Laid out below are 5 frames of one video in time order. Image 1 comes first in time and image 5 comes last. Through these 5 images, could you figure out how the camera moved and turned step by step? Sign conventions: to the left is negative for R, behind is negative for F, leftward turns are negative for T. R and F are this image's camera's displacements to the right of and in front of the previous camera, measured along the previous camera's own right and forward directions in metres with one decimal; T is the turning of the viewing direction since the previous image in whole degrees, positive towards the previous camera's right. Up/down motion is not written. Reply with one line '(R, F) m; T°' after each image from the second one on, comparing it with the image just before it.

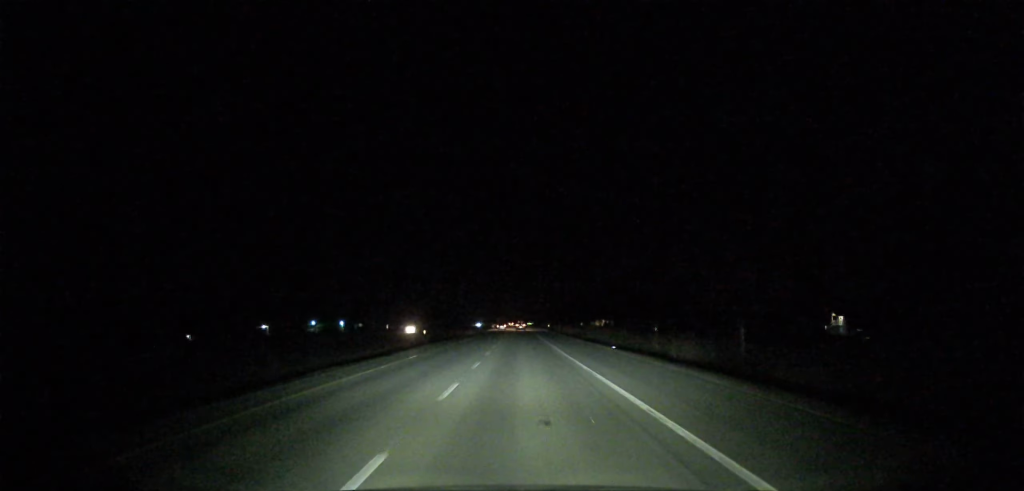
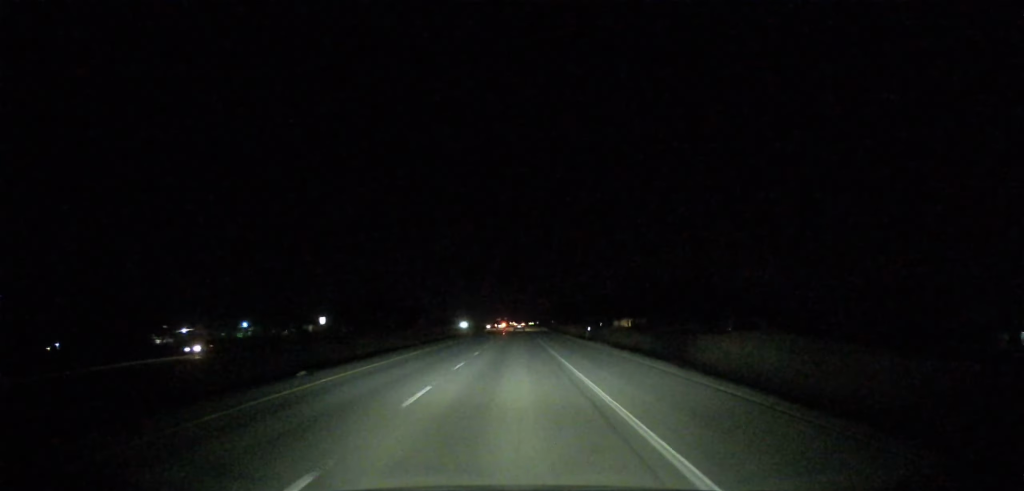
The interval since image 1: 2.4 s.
(-0.2, +108.2) m; 0°
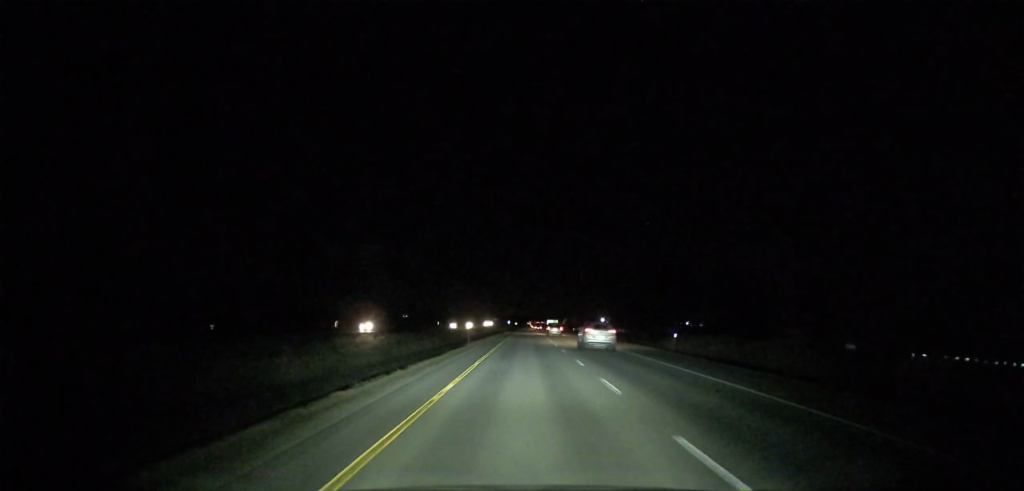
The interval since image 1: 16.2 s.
(-1.9, +480.0) m; 0°
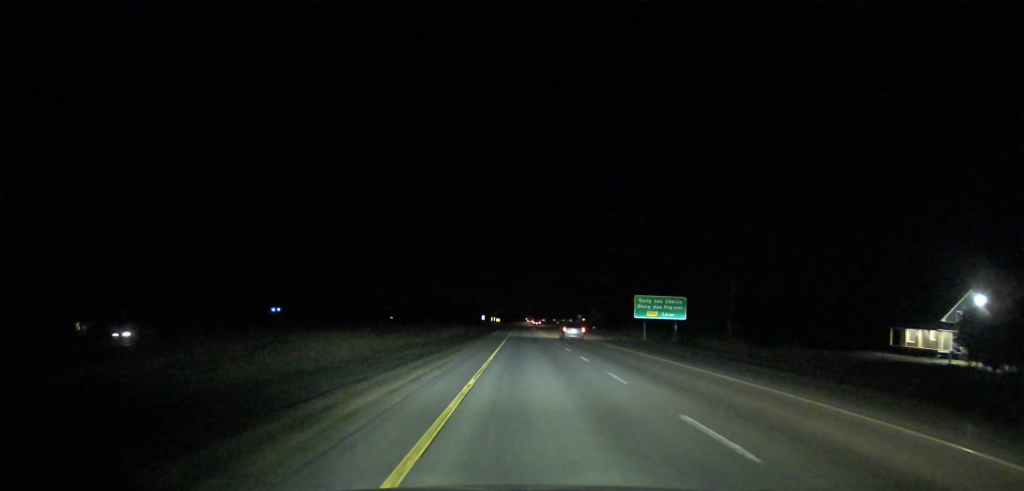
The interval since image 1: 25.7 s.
(+1.2, +327.7) m; 0°
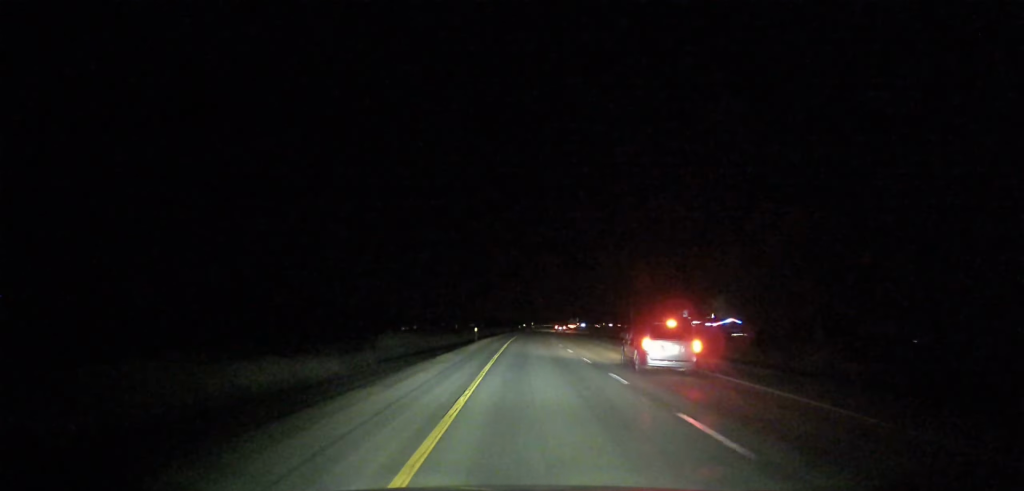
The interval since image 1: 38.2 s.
(+6.8, +505.5) m; +4°
